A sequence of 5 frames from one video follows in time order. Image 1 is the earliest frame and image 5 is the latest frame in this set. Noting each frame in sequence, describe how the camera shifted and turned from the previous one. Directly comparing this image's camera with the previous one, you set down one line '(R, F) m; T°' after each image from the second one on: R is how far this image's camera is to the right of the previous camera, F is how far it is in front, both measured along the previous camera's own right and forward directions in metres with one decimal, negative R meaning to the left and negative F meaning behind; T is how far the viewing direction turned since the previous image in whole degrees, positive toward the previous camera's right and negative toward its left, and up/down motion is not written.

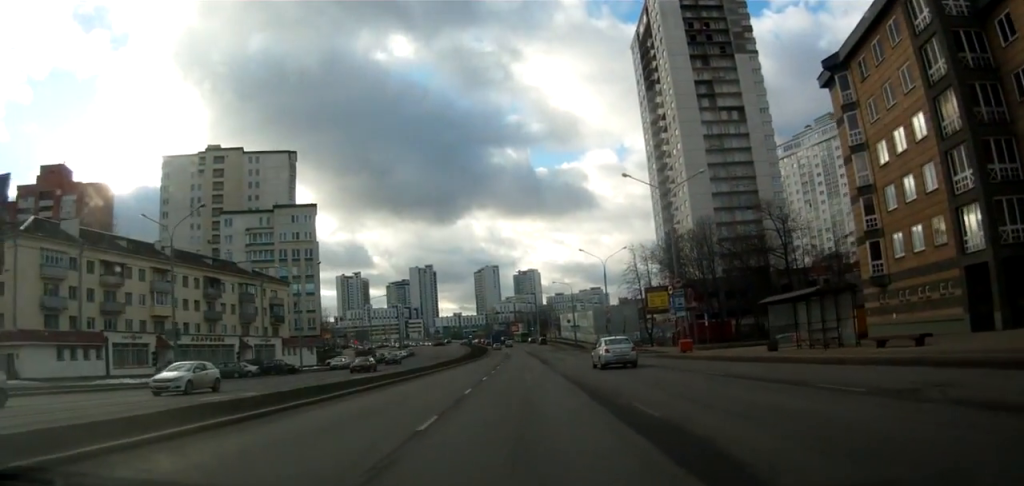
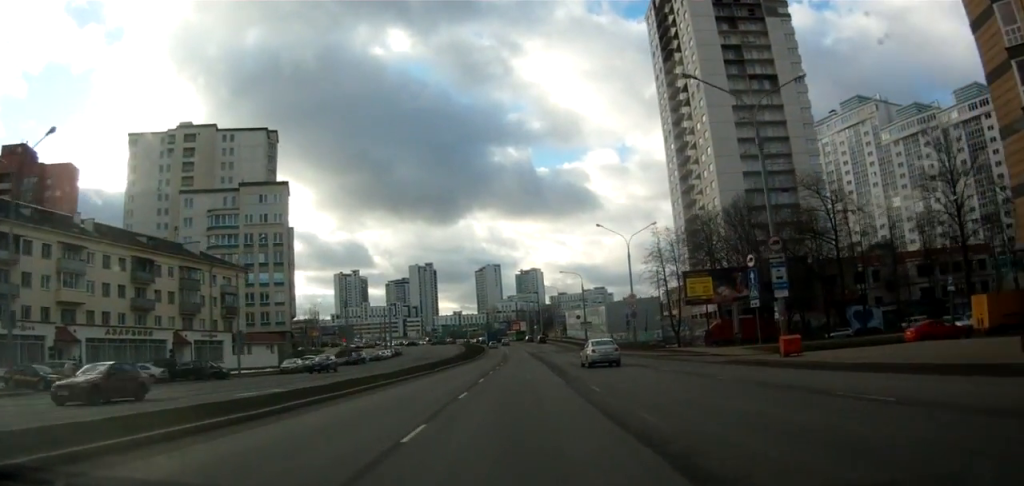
(+0.7, +16.7) m; +3°
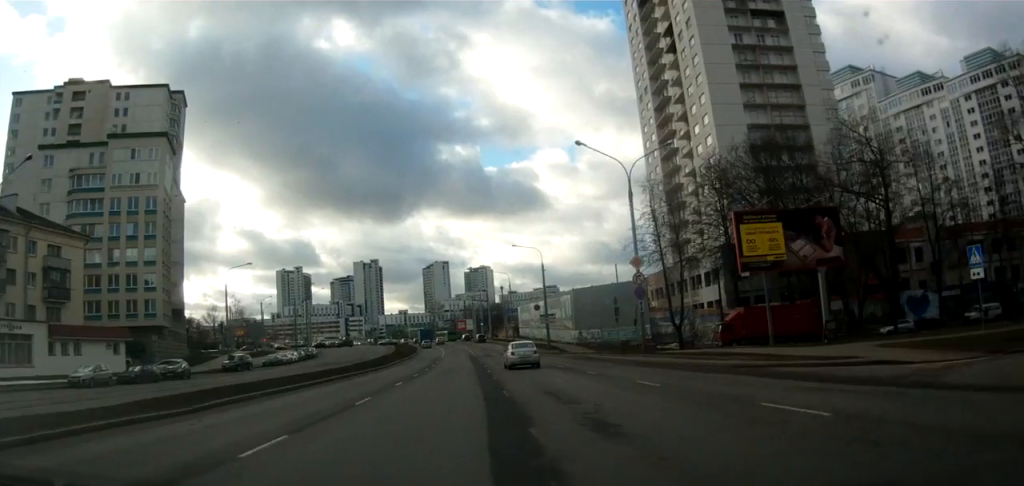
(-0.5, +23.9) m; -3°
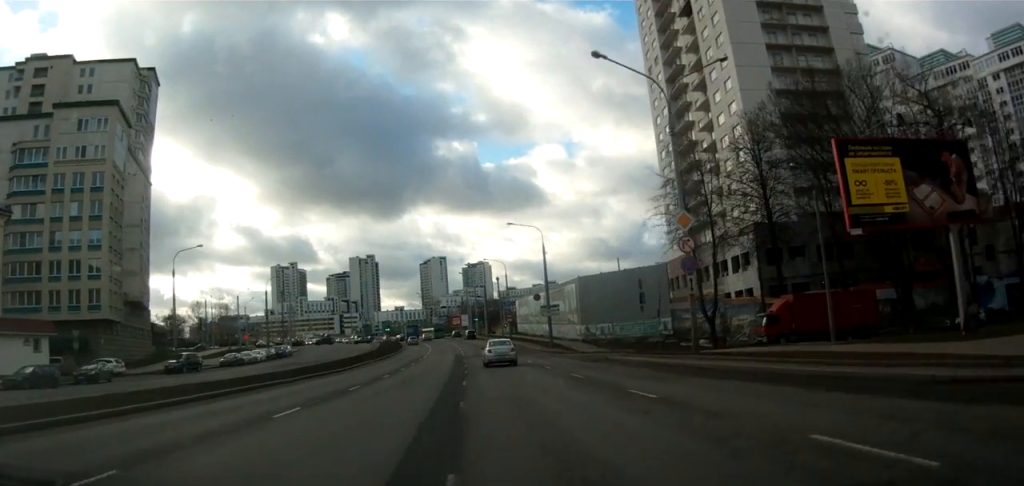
(0.0, +11.2) m; 0°
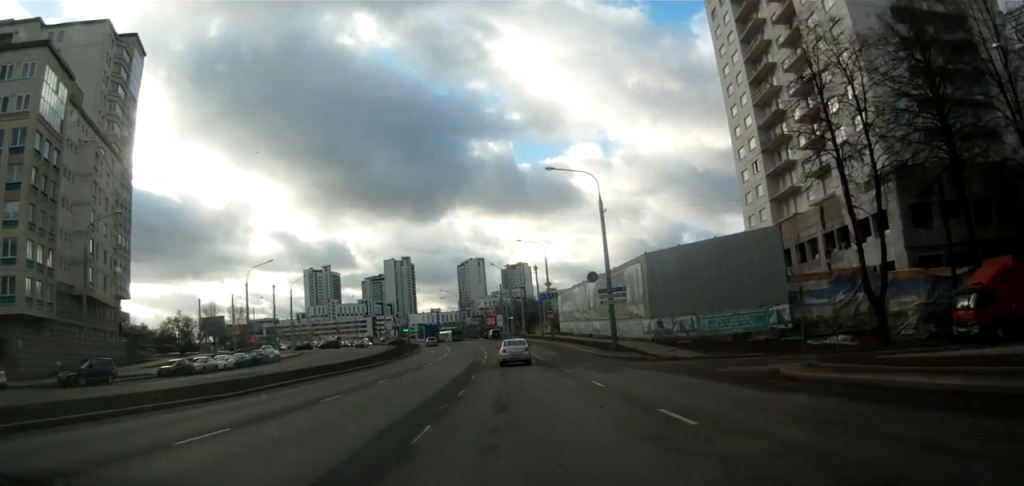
(0.0, +19.5) m; -2°
